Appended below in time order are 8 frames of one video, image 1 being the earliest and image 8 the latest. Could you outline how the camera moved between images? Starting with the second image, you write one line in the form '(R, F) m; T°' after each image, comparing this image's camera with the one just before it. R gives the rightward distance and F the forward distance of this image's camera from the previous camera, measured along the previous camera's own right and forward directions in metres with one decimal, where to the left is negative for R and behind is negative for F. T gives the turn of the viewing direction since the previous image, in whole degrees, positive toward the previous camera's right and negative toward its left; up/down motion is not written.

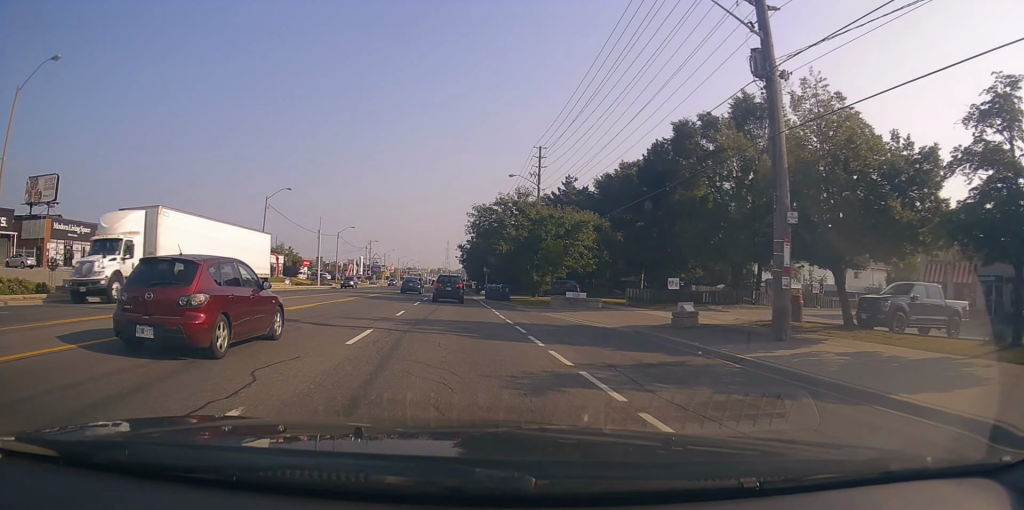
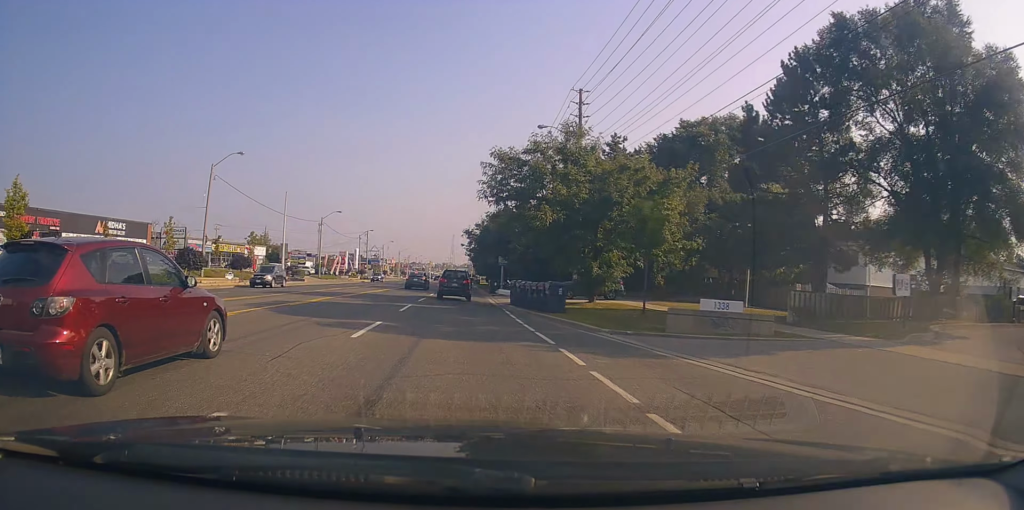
(-0.4, +17.1) m; -2°
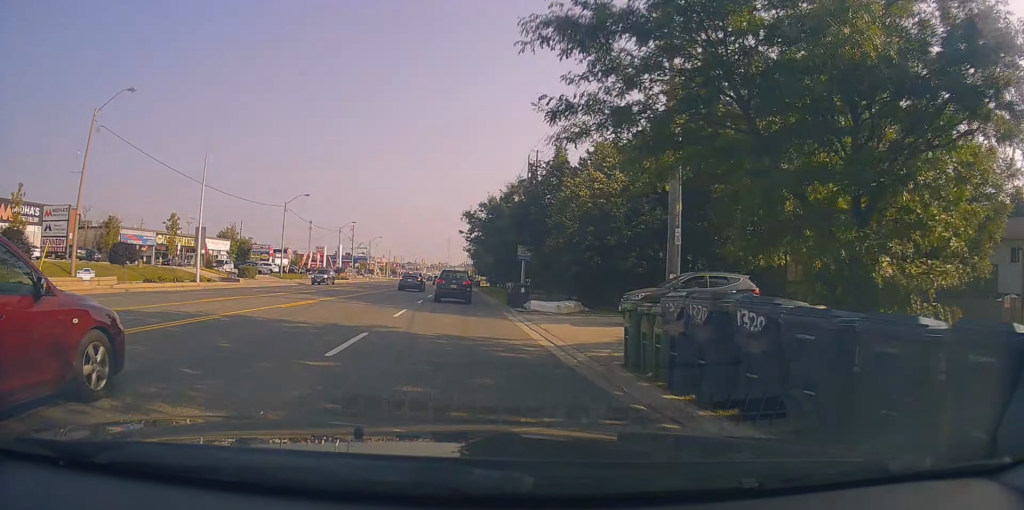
(+0.1, +19.9) m; +2°
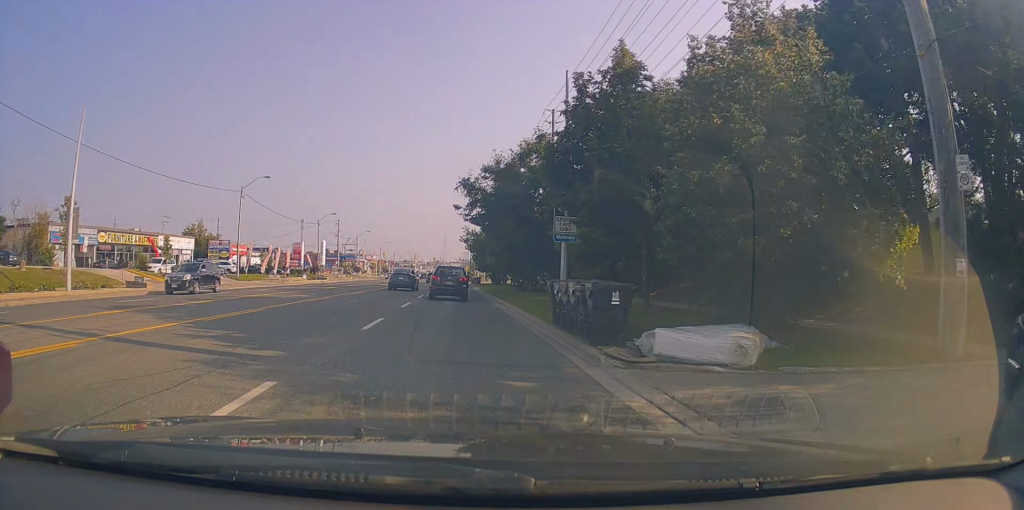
(0.0, +15.6) m; 0°
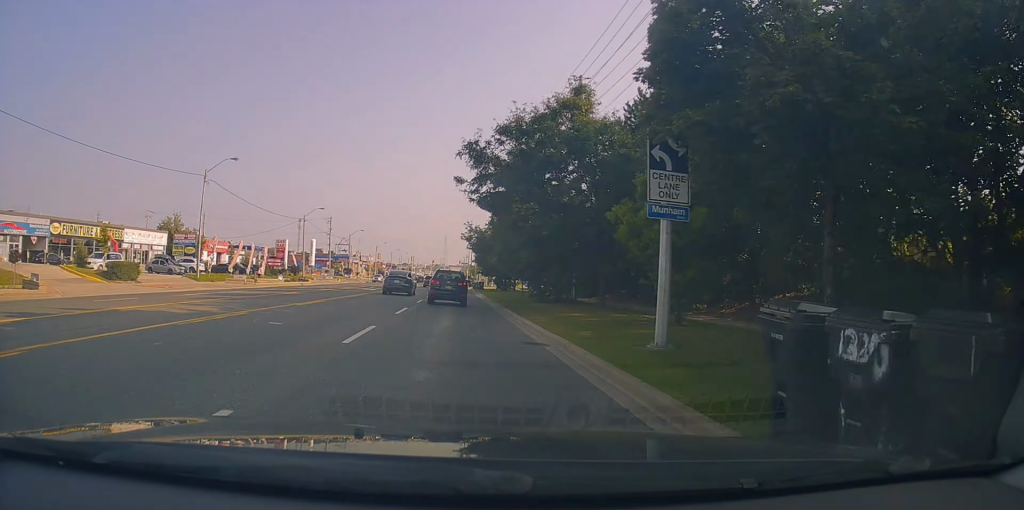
(-0.1, +10.7) m; 0°
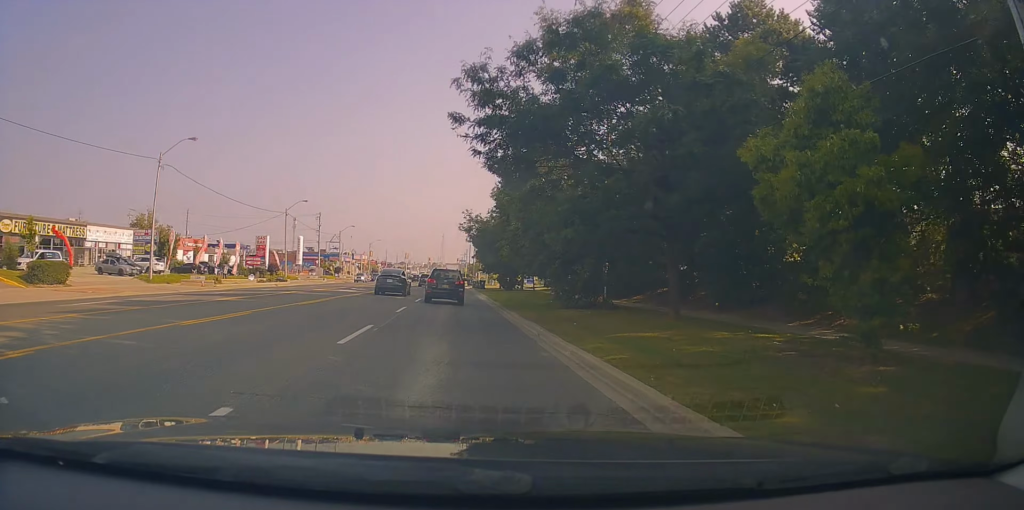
(+0.2, +8.9) m; 0°
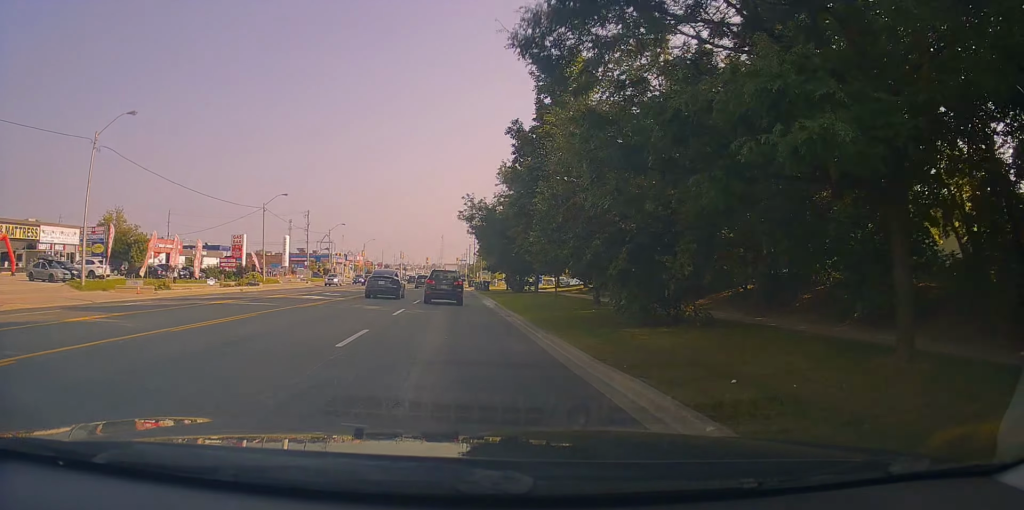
(-0.1, +9.7) m; 0°
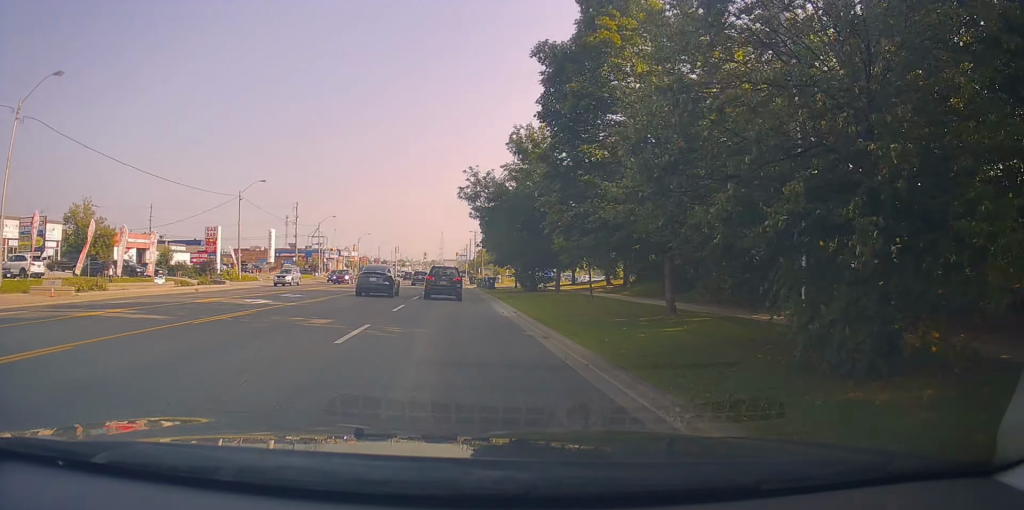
(+0.1, +8.8) m; 0°
